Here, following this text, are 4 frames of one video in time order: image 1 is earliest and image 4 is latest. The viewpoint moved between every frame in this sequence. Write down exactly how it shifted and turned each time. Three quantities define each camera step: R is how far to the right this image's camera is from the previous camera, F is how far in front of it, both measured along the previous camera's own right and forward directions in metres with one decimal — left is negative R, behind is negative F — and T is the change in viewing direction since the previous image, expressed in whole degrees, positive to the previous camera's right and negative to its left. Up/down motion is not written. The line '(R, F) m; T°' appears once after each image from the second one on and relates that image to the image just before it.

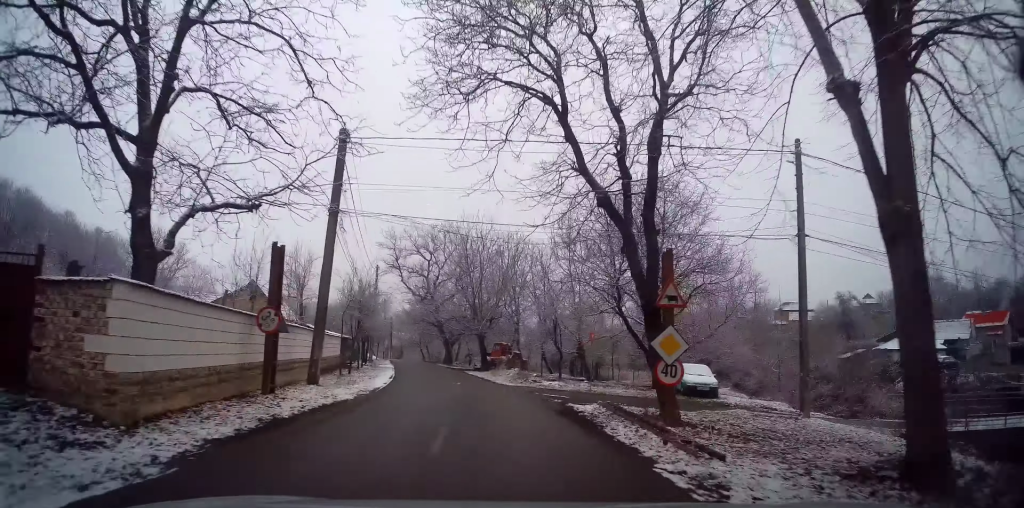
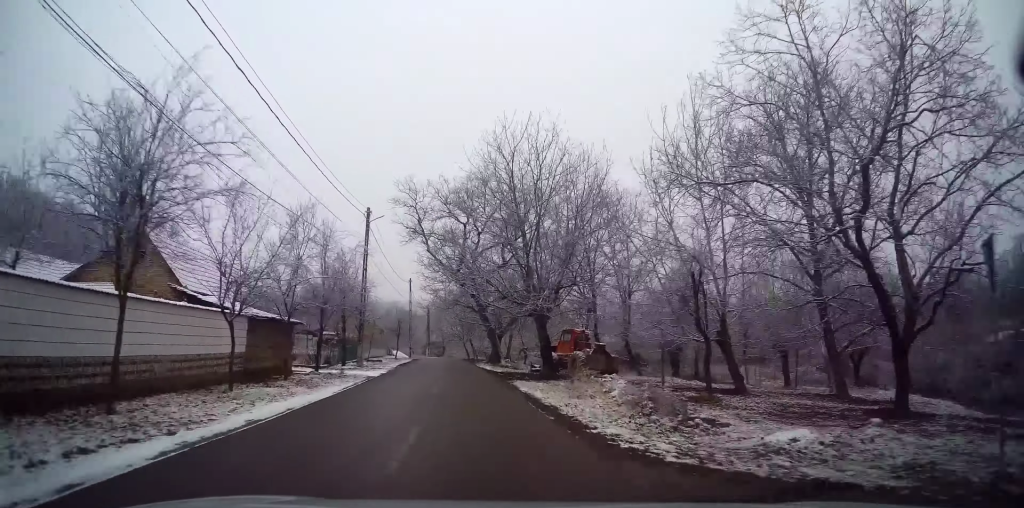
(0.0, +18.8) m; -3°
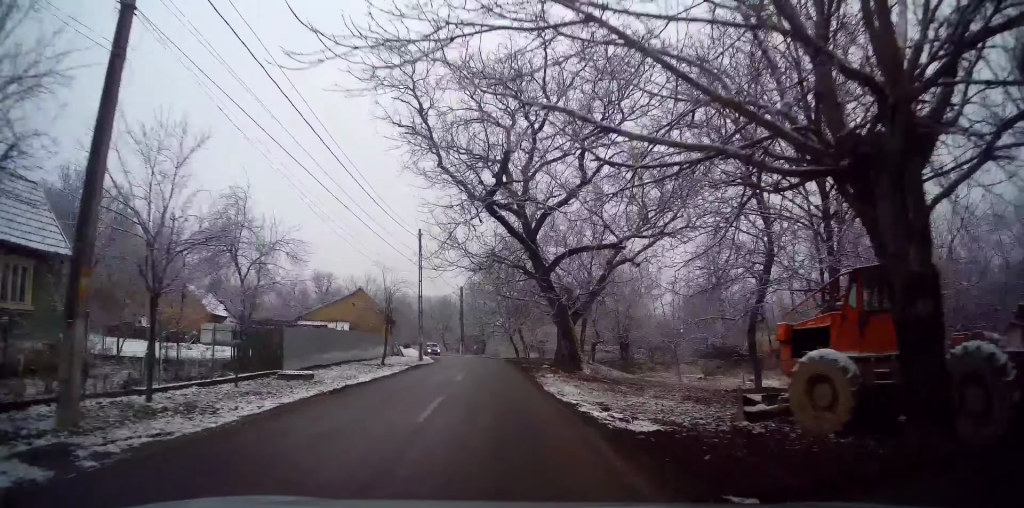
(-1.0, +22.9) m; -4°
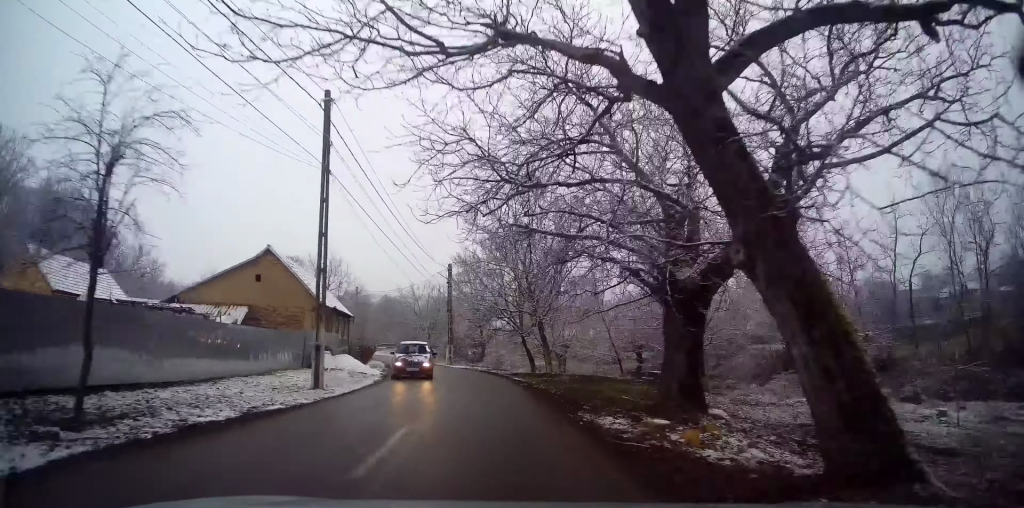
(-0.5, +20.6) m; -4°
